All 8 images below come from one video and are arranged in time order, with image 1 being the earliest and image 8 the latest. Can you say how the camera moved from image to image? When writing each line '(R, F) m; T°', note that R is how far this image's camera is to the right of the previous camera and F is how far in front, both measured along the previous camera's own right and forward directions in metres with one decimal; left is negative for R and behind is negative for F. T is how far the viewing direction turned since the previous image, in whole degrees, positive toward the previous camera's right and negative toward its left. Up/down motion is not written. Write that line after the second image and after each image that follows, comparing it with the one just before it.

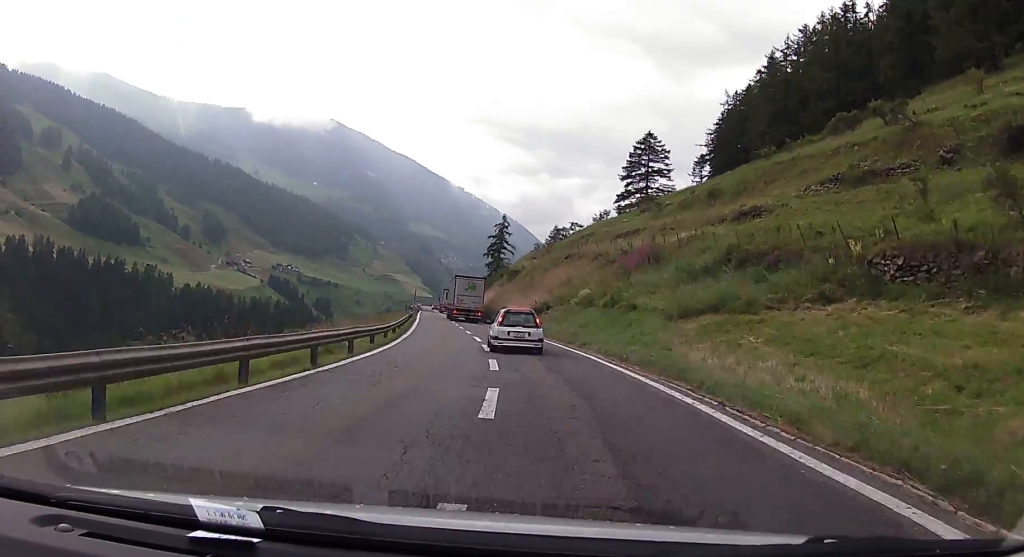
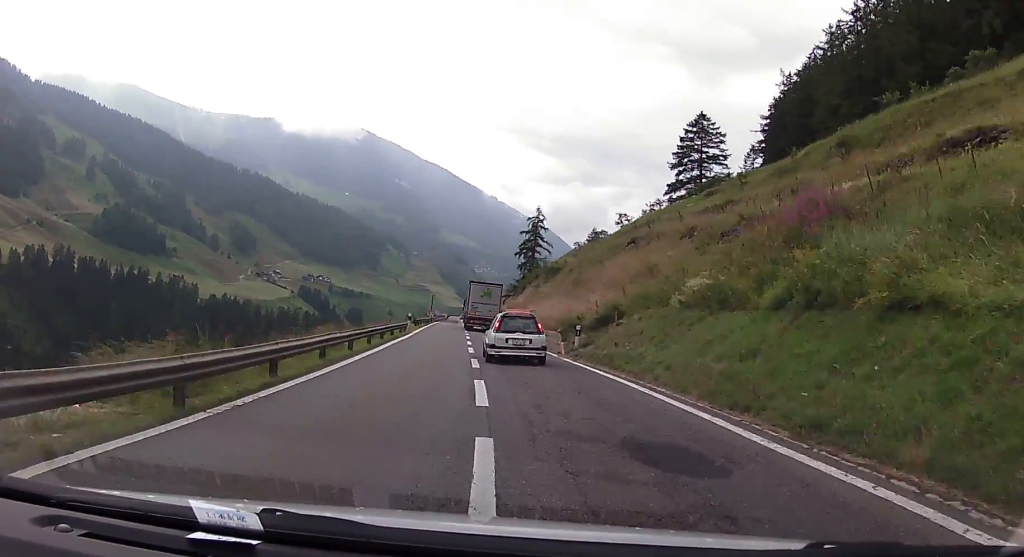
(-1.0, +18.1) m; -4°
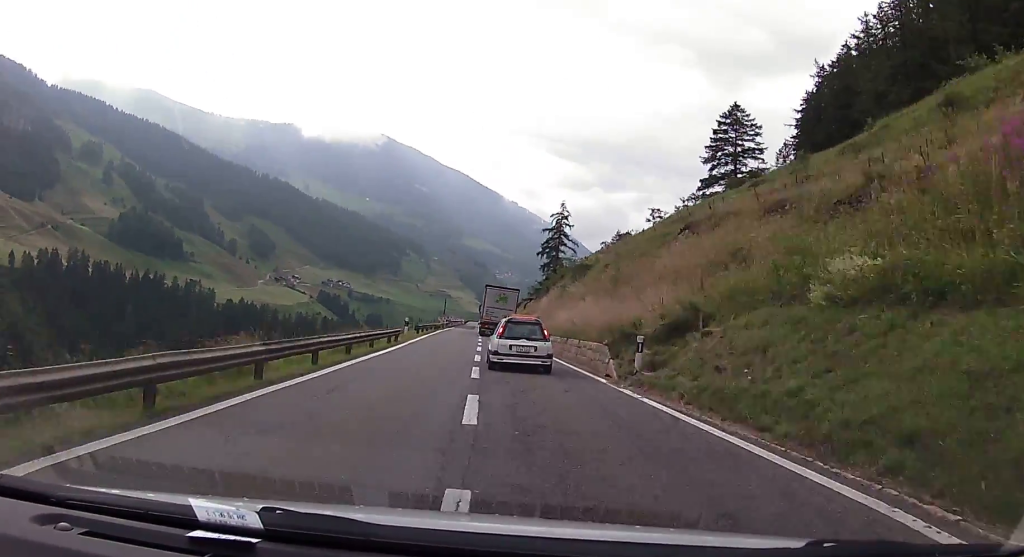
(-0.2, +9.1) m; 0°
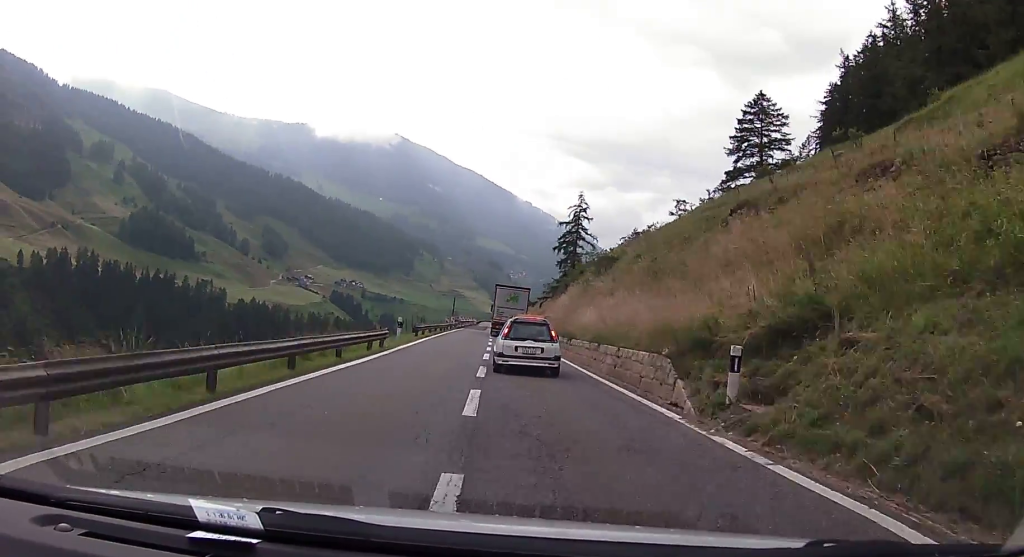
(-0.1, +6.4) m; 0°
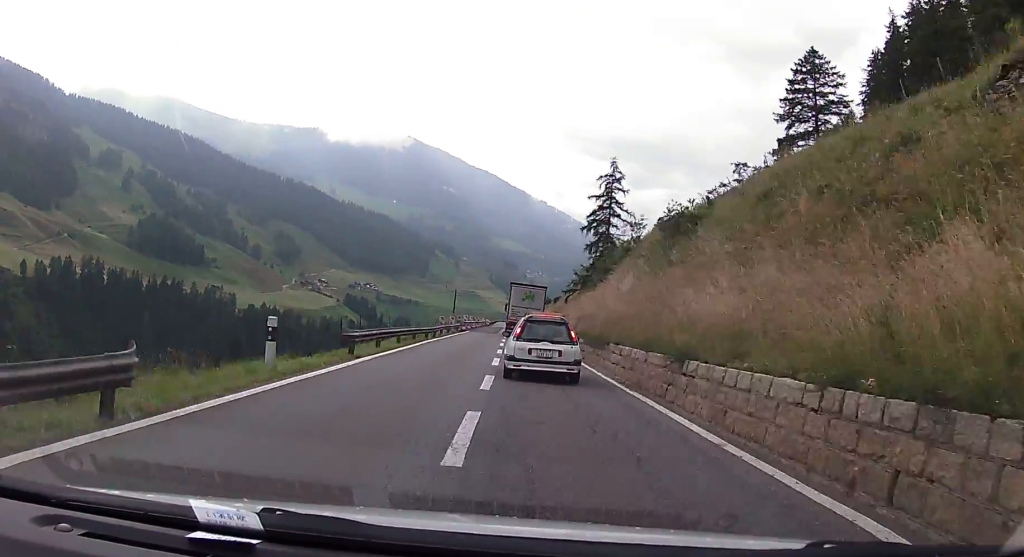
(+0.1, +18.2) m; -2°
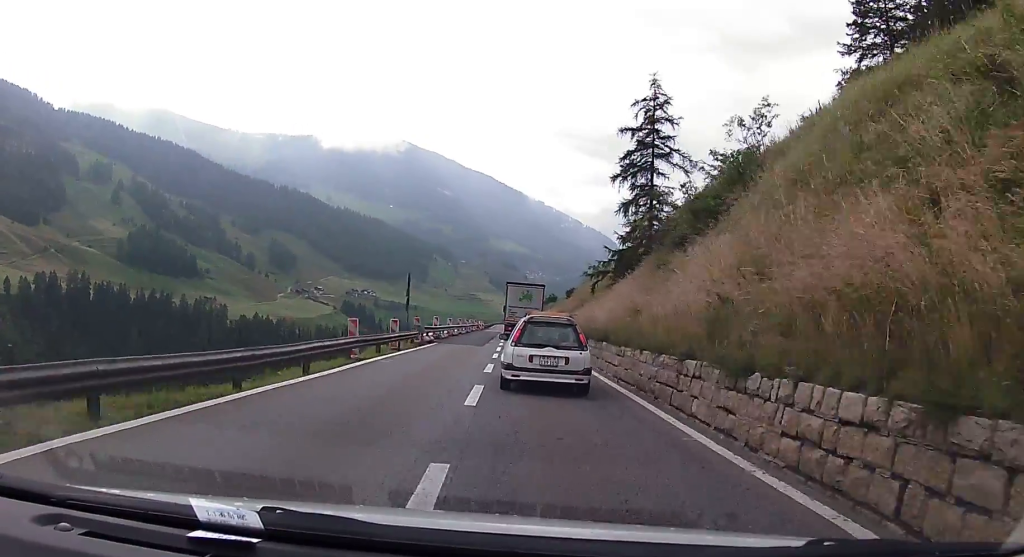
(-0.9, +25.5) m; -2°
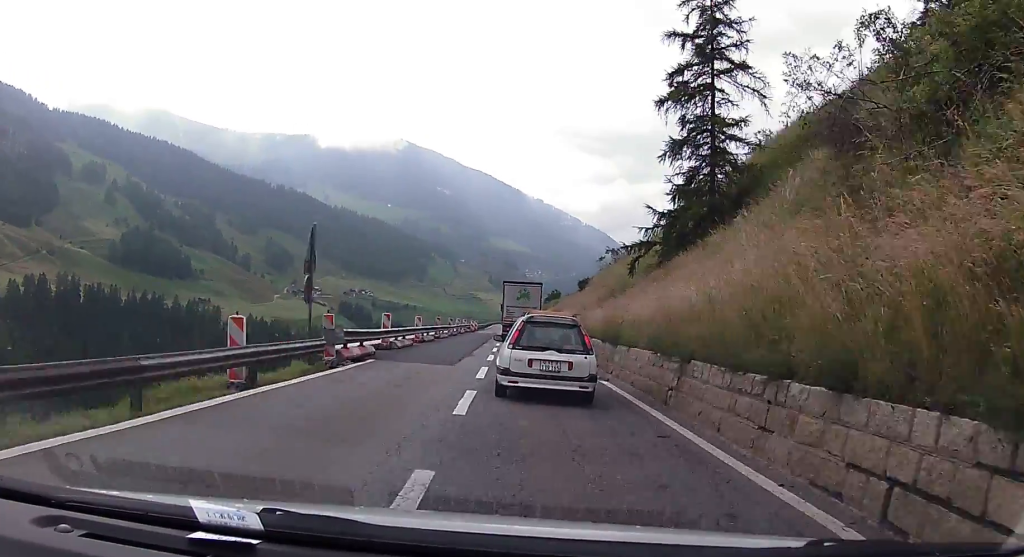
(+0.1, +13.4) m; +1°
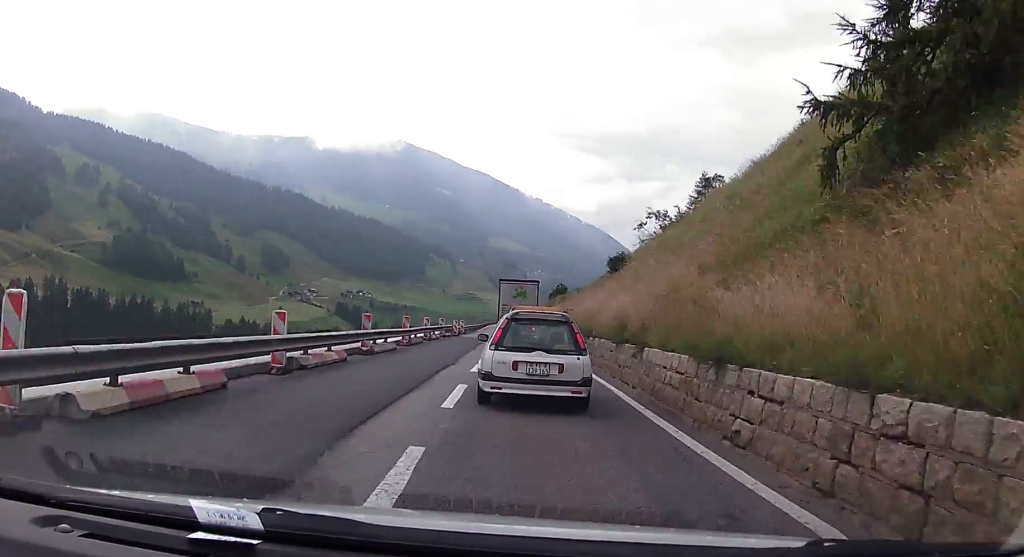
(+0.2, +16.6) m; +1°
